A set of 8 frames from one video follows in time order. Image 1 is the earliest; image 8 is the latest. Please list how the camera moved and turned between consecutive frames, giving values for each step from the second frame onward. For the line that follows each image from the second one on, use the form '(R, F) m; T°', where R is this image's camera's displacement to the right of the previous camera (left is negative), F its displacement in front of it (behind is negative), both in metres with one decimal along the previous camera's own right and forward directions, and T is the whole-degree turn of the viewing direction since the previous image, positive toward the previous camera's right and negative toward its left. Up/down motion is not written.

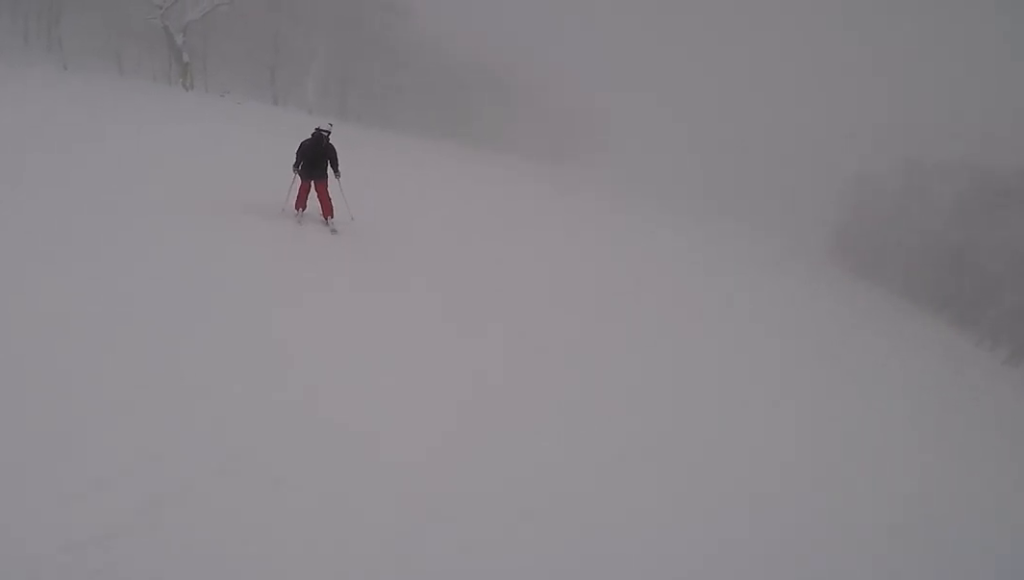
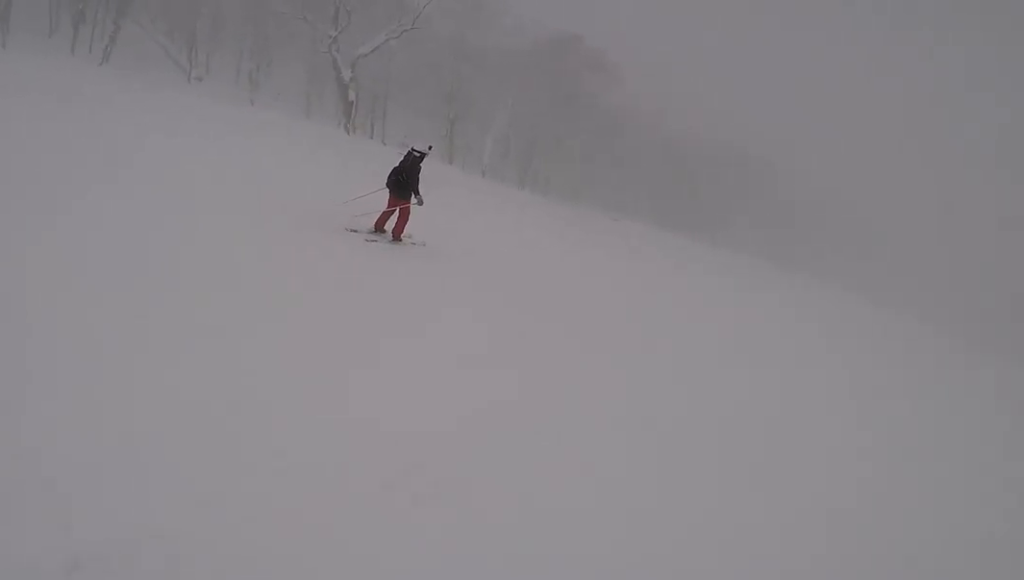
(-0.7, +5.2) m; +2°
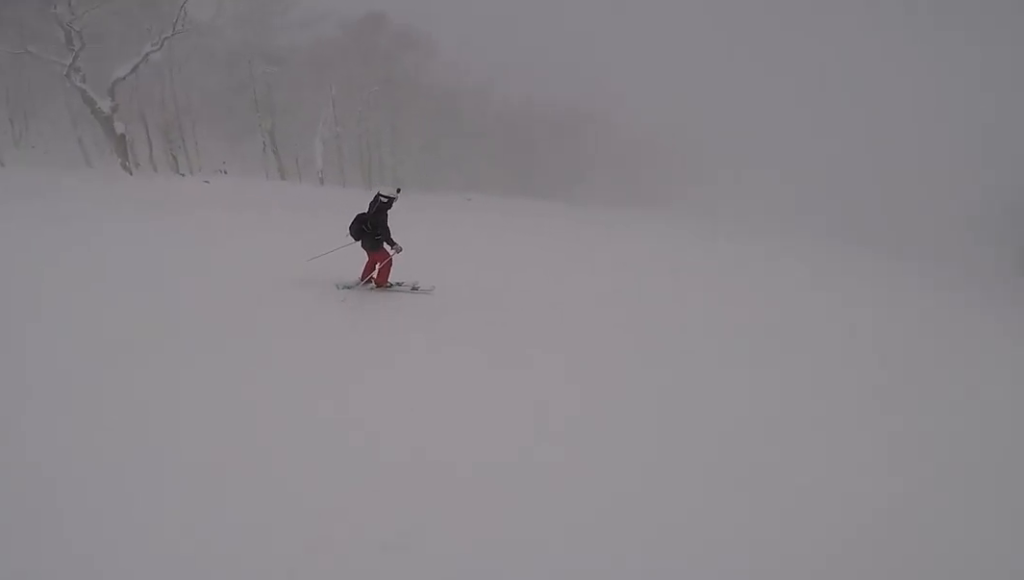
(-0.5, +4.0) m; +18°
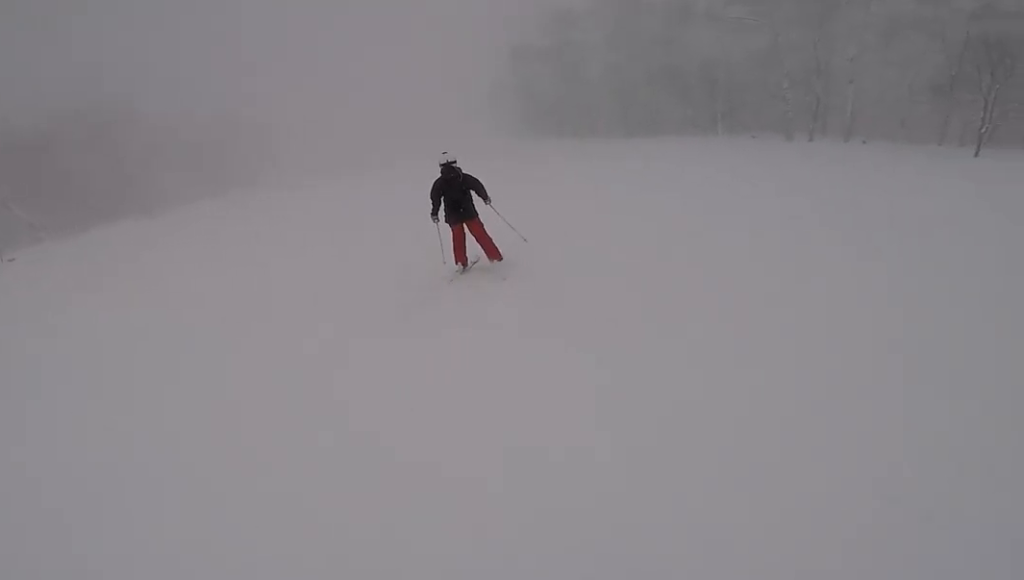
(+2.6, +7.1) m; +10°
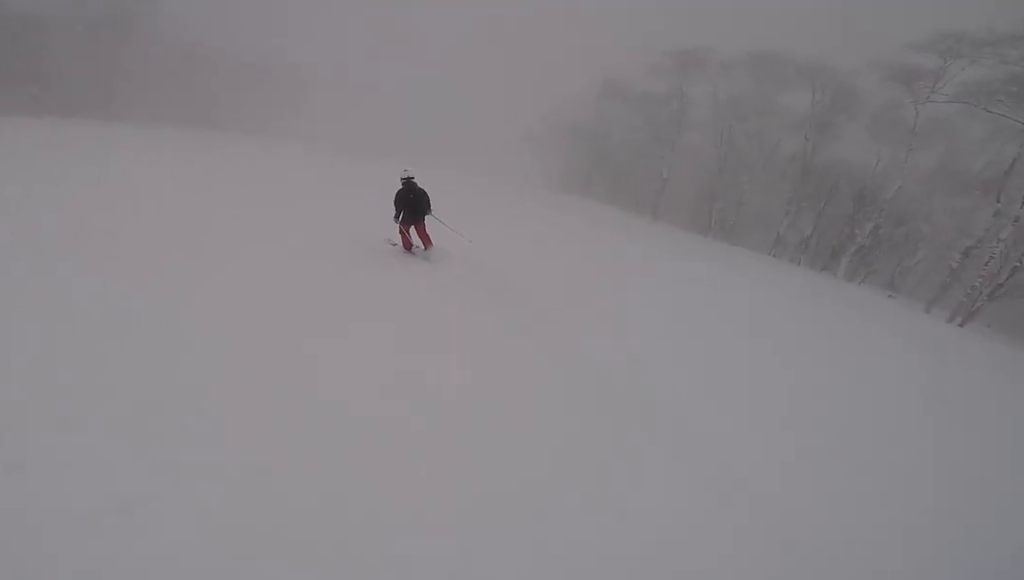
(-1.8, +10.4) m; -18°
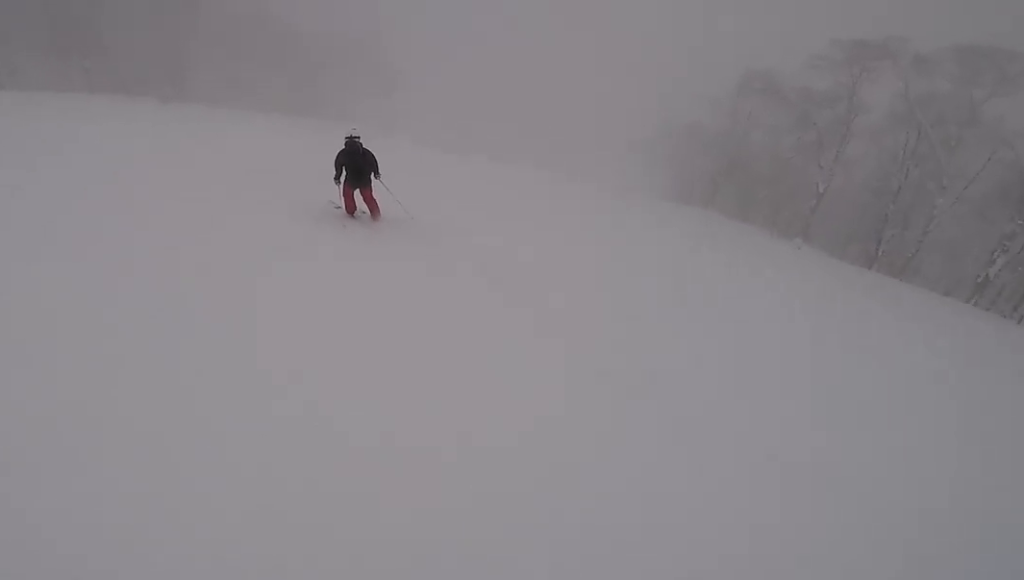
(-0.4, +4.7) m; -9°
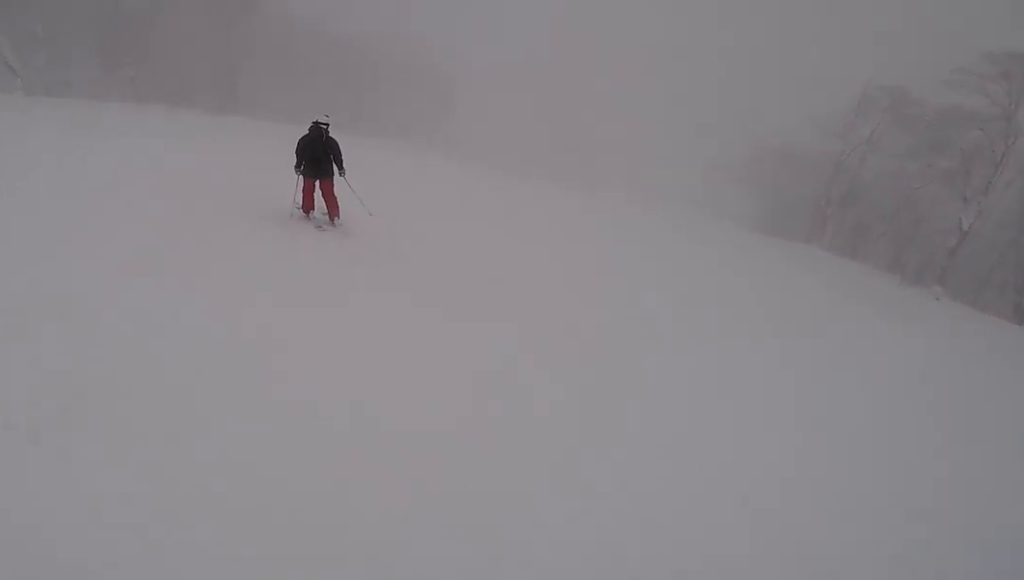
(-0.5, +2.7) m; -5°
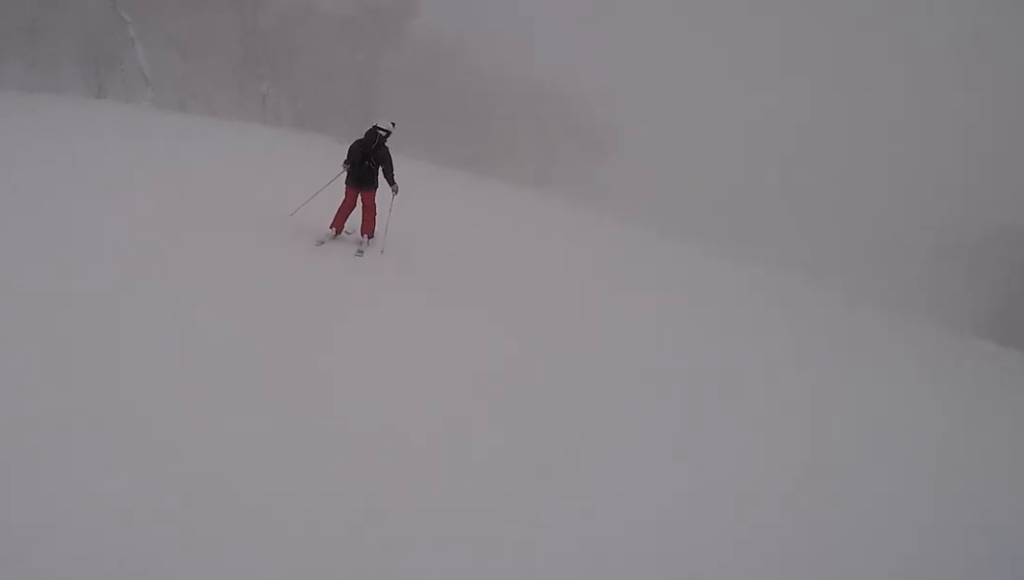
(-0.2, +4.1) m; +2°
